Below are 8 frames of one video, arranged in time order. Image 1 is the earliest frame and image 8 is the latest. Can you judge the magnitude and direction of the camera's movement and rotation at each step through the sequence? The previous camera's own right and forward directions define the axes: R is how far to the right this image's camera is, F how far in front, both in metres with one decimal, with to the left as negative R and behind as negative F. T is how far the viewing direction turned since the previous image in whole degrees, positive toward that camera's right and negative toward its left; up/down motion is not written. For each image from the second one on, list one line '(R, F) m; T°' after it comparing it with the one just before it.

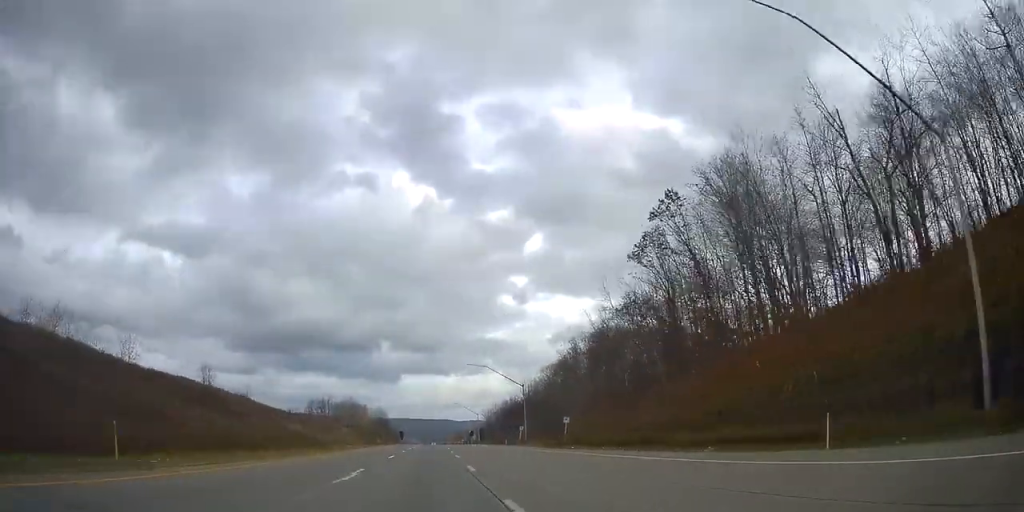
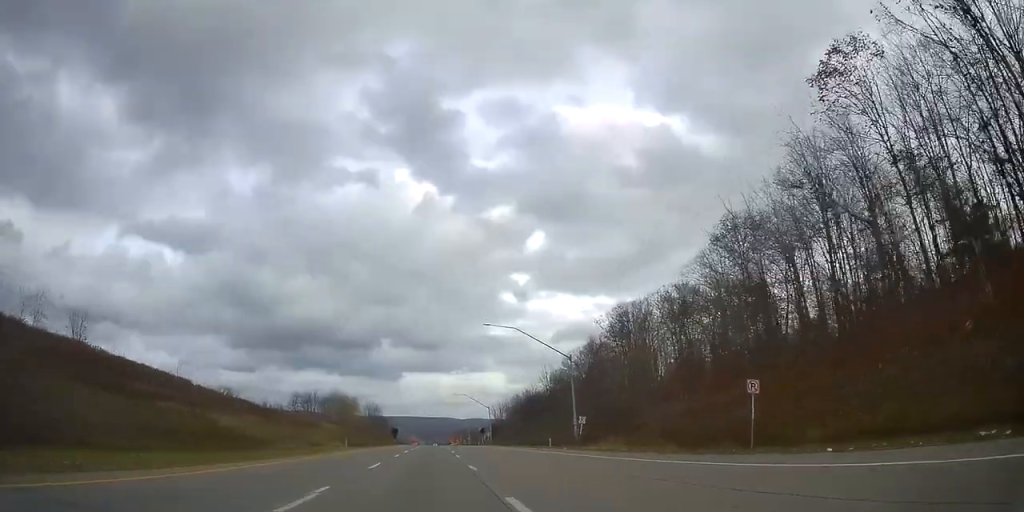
(-0.1, +36.8) m; 0°
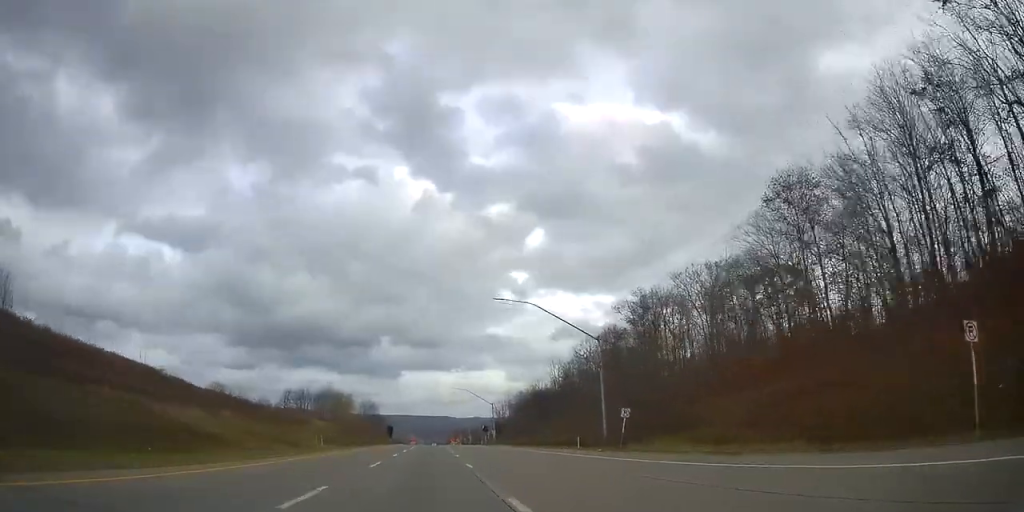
(0.0, +12.6) m; 0°
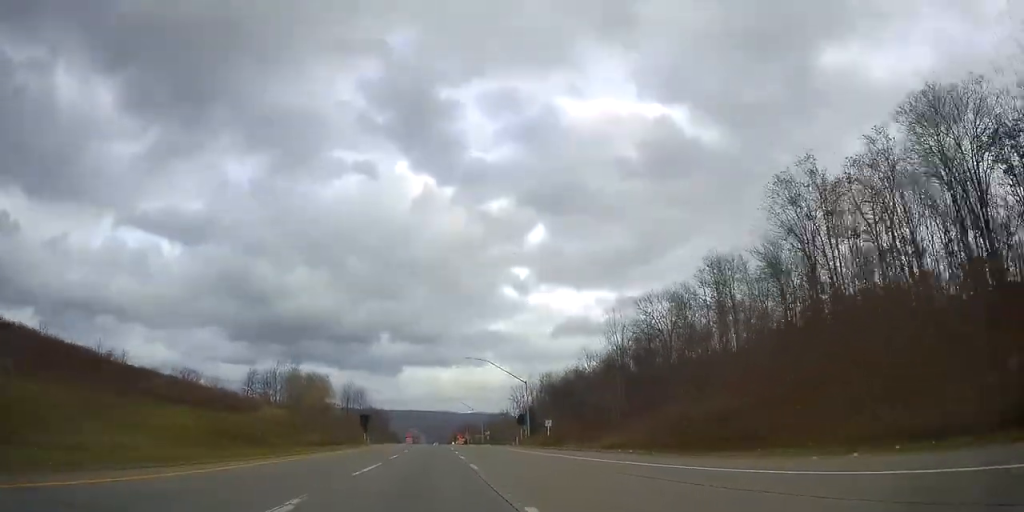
(+1.1, +53.2) m; +2°
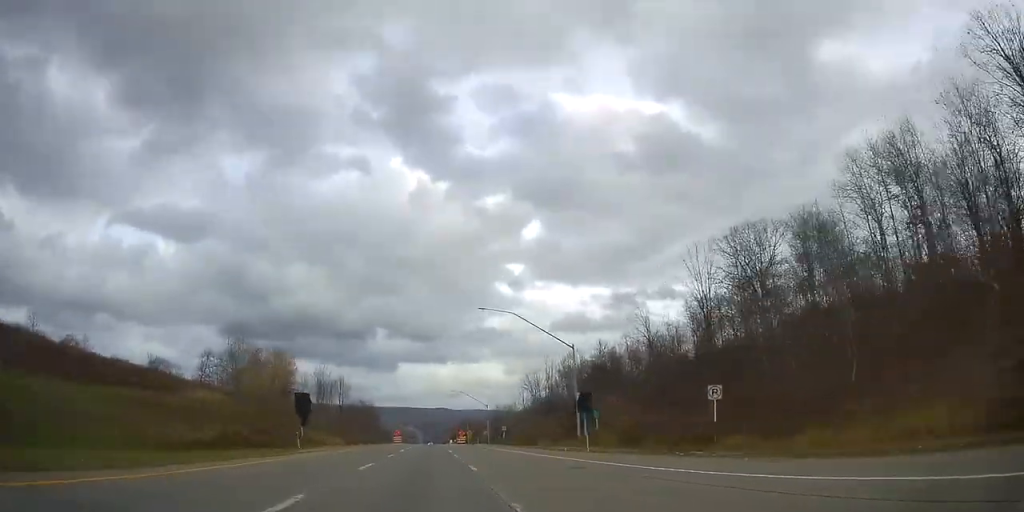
(-0.6, +37.2) m; -1°
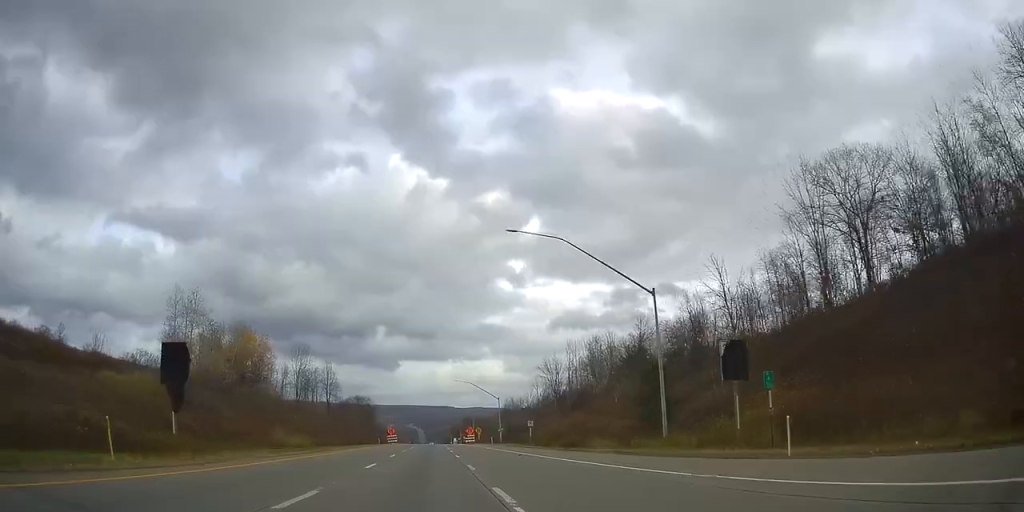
(-0.2, +23.7) m; 0°
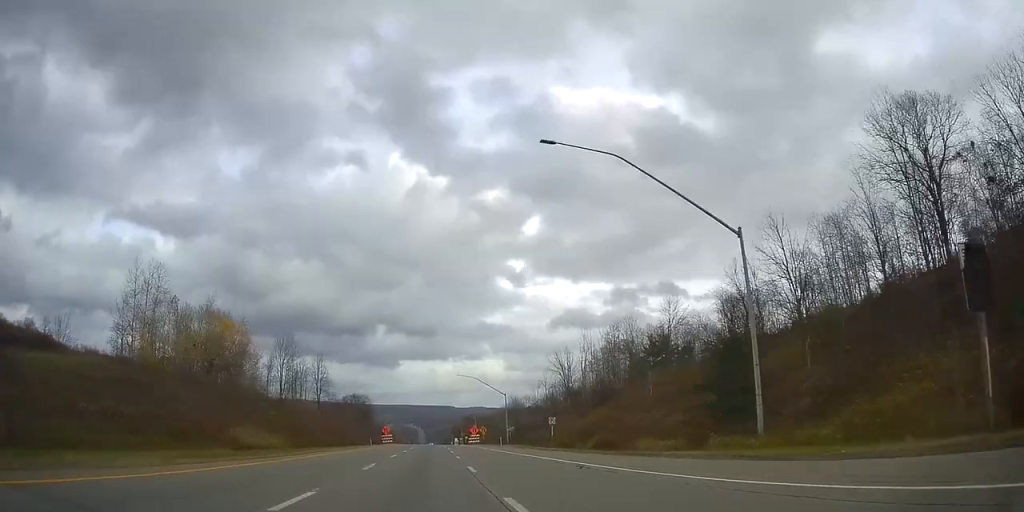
(+0.2, +12.6) m; -1°
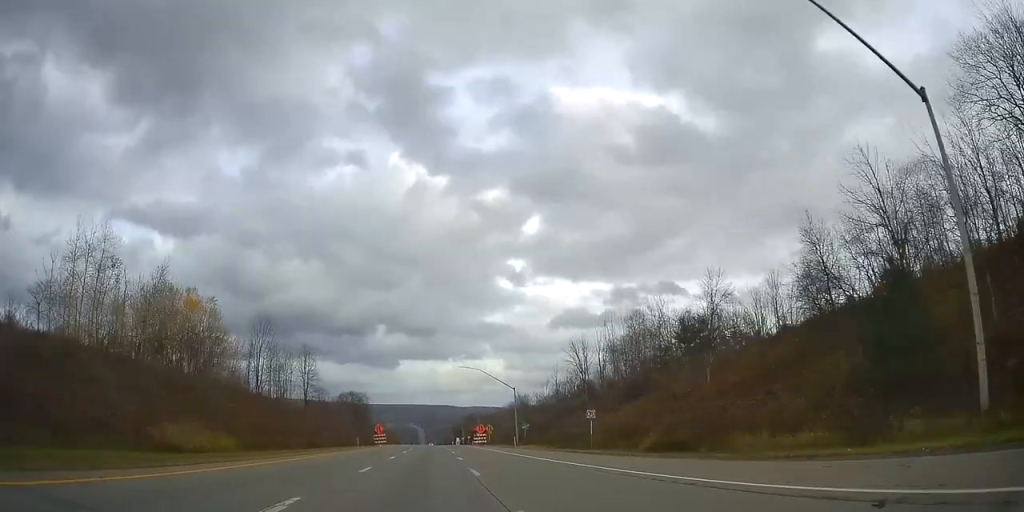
(+0.3, +14.1) m; -1°
